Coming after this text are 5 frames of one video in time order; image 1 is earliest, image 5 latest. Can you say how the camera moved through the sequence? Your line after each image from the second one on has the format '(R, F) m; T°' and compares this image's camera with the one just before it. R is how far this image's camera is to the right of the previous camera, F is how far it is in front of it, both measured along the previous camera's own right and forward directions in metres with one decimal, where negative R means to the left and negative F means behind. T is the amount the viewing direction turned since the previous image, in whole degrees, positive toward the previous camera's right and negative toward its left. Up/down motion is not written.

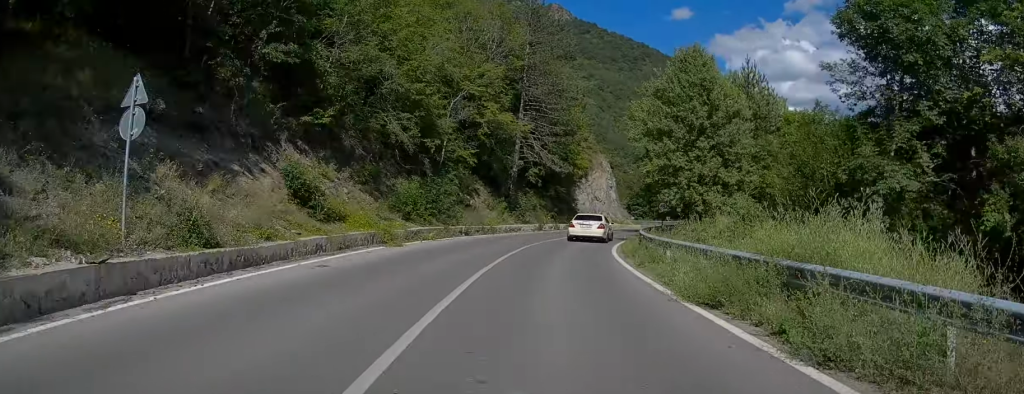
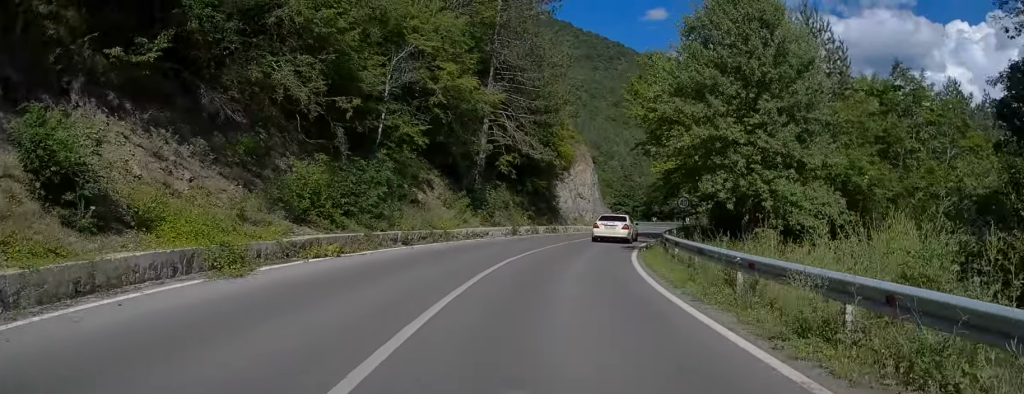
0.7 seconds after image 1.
(+0.1, +10.6) m; +3°
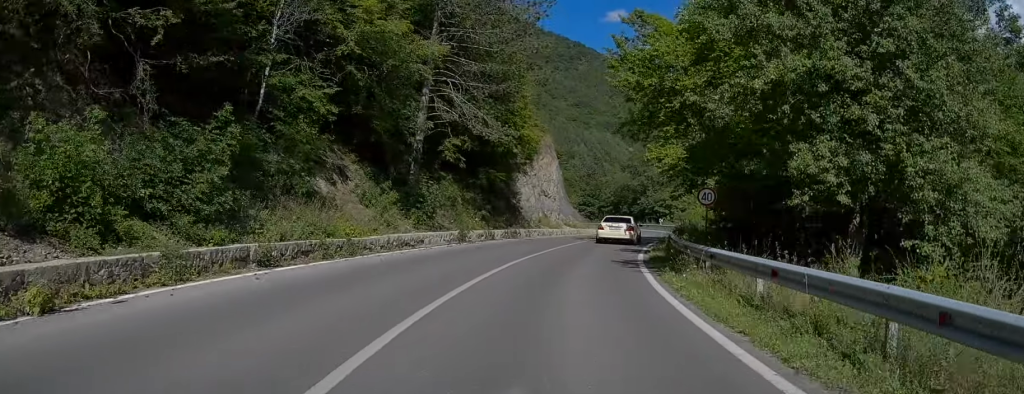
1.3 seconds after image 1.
(+0.4, +9.0) m; +4°
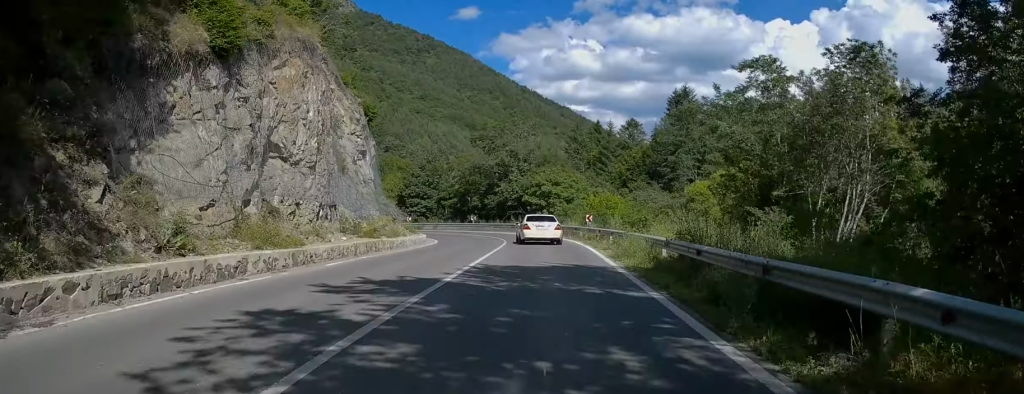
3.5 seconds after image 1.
(+3.0, +32.2) m; +9°
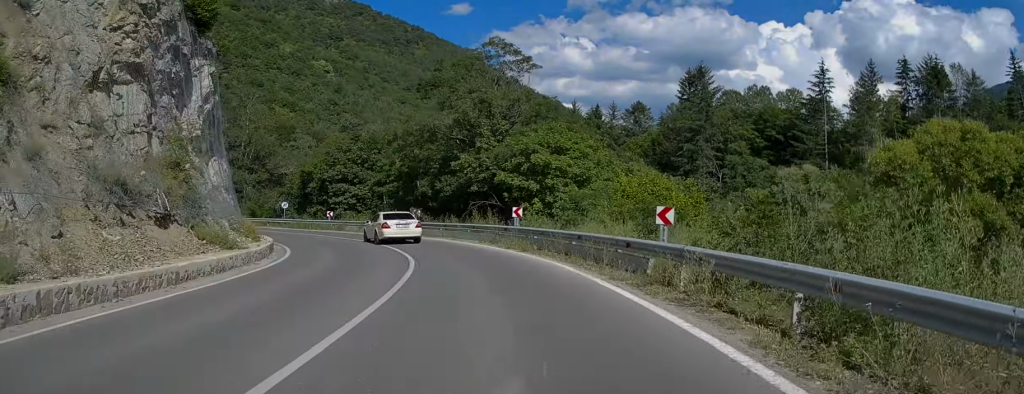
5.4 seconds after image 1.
(-0.1, +26.2) m; -3°
